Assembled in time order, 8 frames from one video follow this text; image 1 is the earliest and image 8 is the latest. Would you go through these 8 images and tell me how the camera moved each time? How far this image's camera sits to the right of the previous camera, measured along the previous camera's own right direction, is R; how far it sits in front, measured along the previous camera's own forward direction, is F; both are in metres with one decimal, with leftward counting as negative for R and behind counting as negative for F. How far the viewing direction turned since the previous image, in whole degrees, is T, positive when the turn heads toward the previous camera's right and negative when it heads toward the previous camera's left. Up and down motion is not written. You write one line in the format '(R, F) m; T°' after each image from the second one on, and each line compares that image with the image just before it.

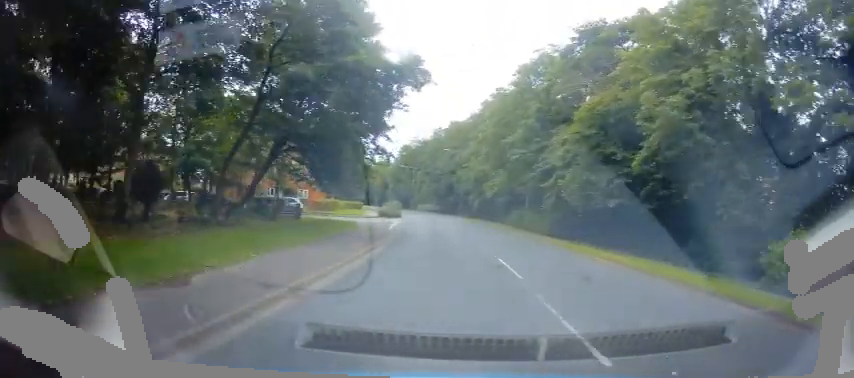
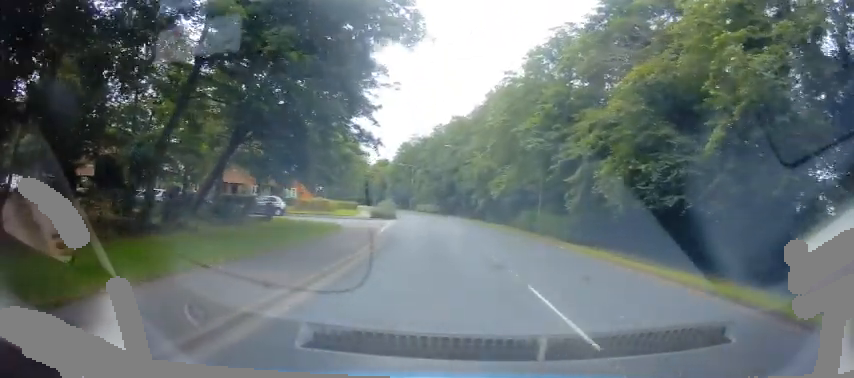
(-0.1, +5.1) m; 0°
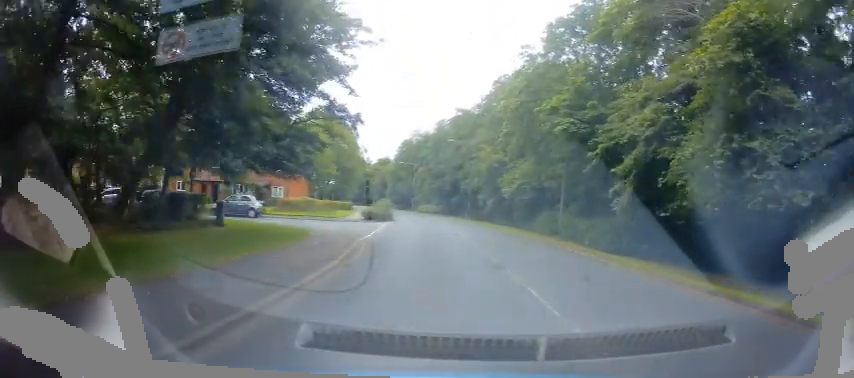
(-0.1, +5.5) m; 0°
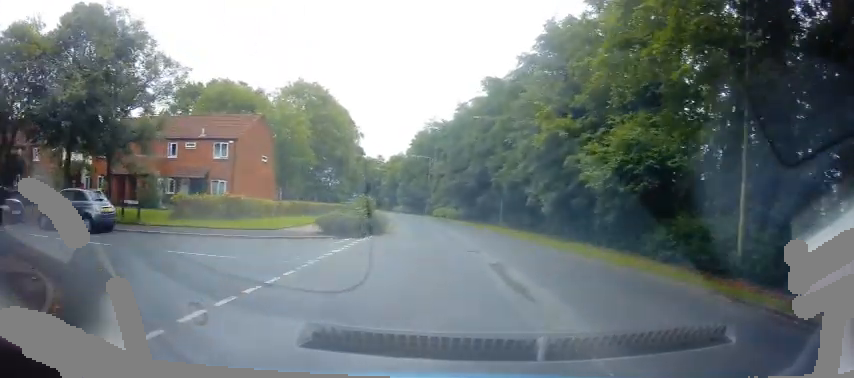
(+0.2, +16.6) m; 0°
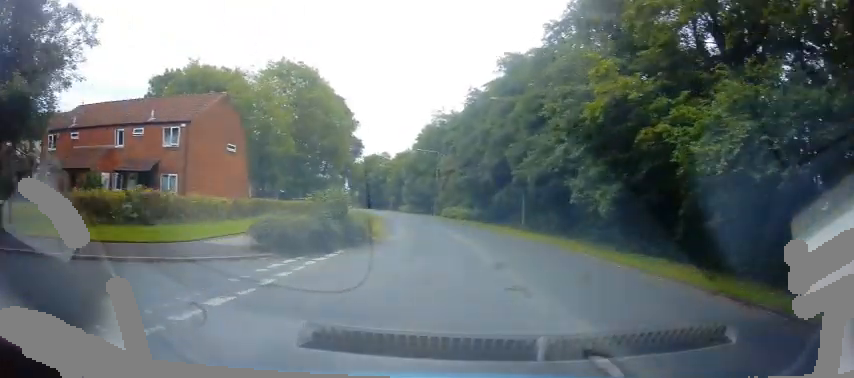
(0.0, +7.4) m; -1°
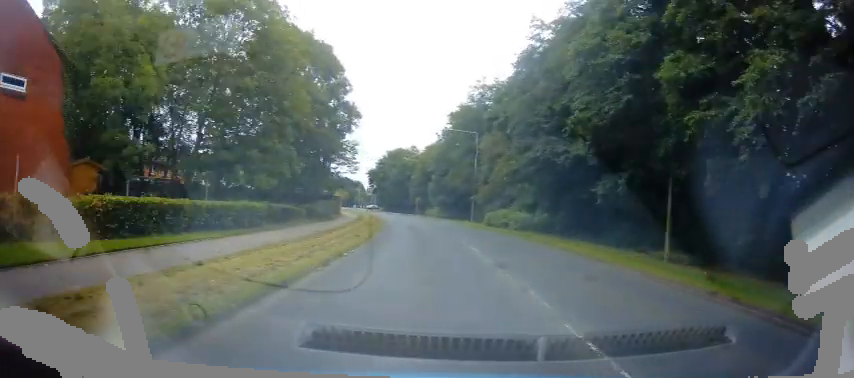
(-1.4, +18.1) m; -8°
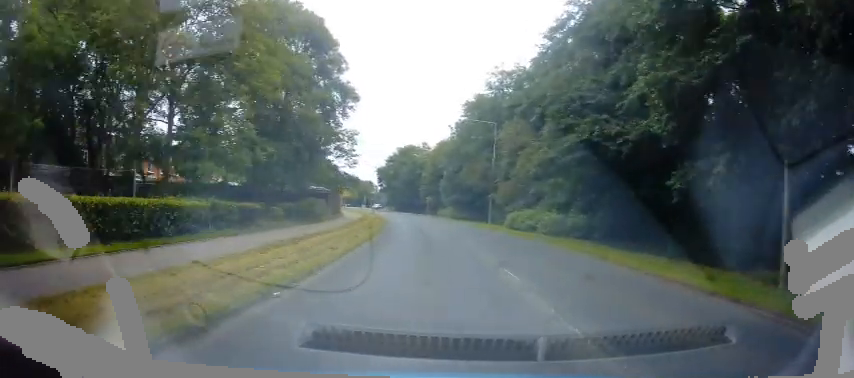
(-0.1, +6.4) m; 0°
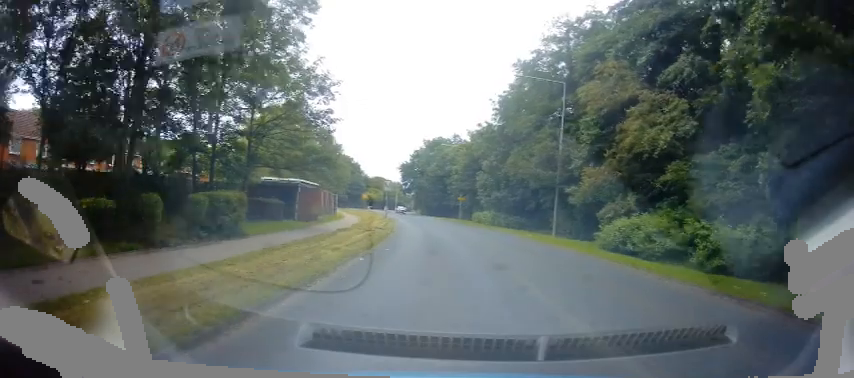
(+0.2, +17.0) m; -1°
